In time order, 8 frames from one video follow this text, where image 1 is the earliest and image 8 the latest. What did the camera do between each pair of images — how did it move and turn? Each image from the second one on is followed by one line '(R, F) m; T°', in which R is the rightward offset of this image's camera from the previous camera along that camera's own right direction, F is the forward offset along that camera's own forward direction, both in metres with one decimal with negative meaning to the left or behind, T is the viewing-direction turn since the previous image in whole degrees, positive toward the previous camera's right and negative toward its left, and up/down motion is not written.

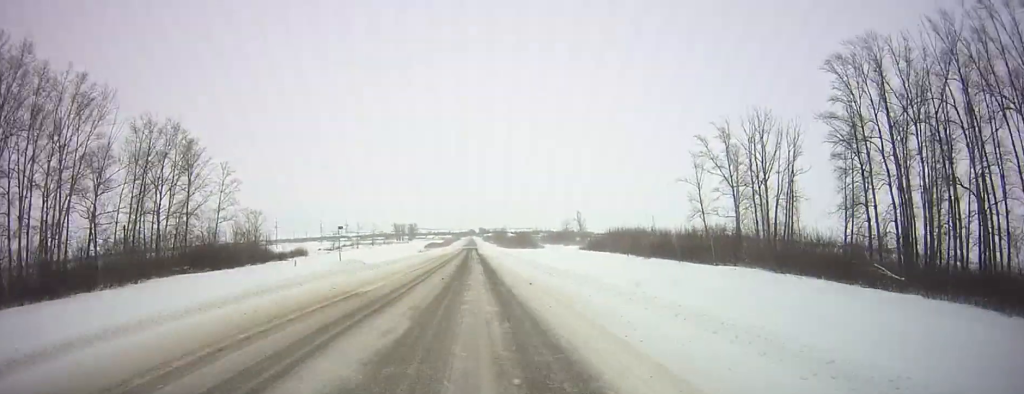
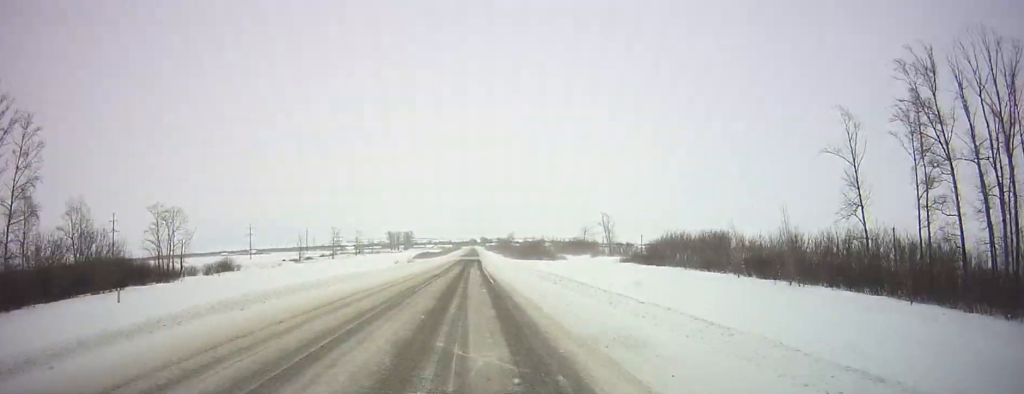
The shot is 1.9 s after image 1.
(-0.3, +52.4) m; -1°
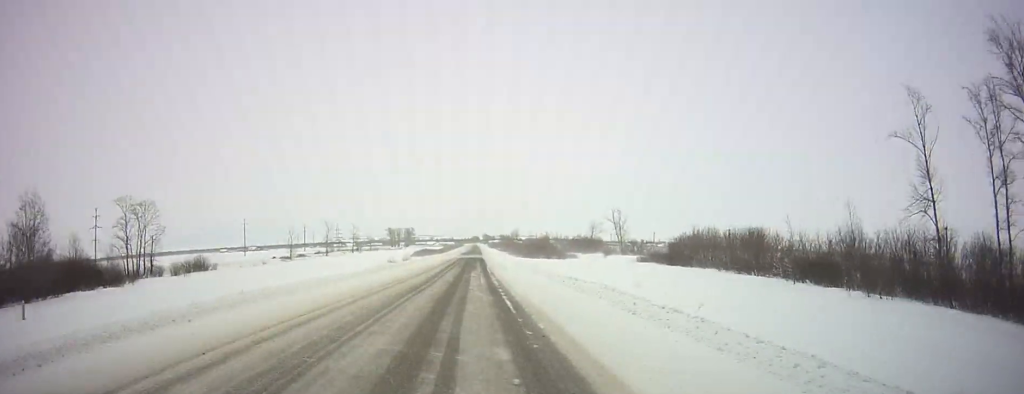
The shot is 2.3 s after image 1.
(0.0, +13.1) m; 0°
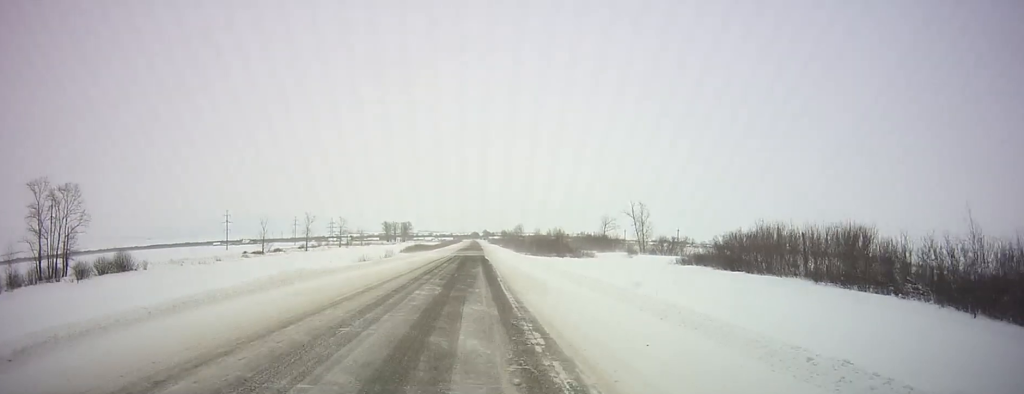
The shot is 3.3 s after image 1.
(-0.1, +26.1) m; 0°
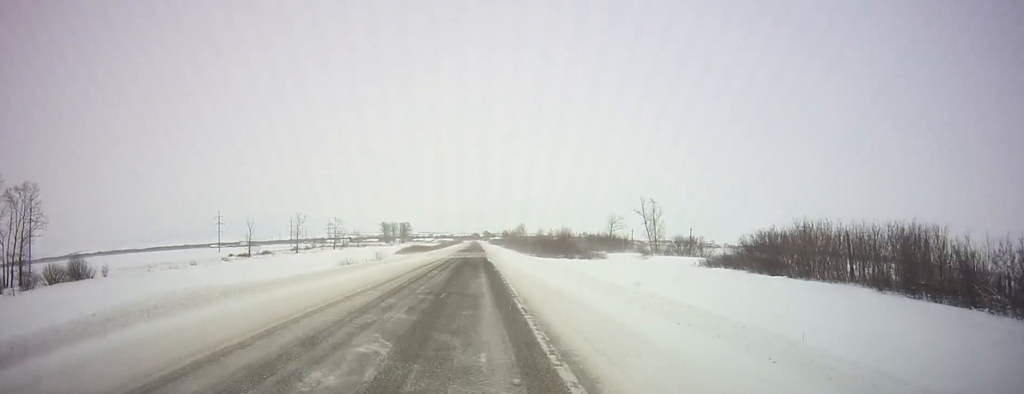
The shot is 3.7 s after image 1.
(0.0, +11.2) m; 0°
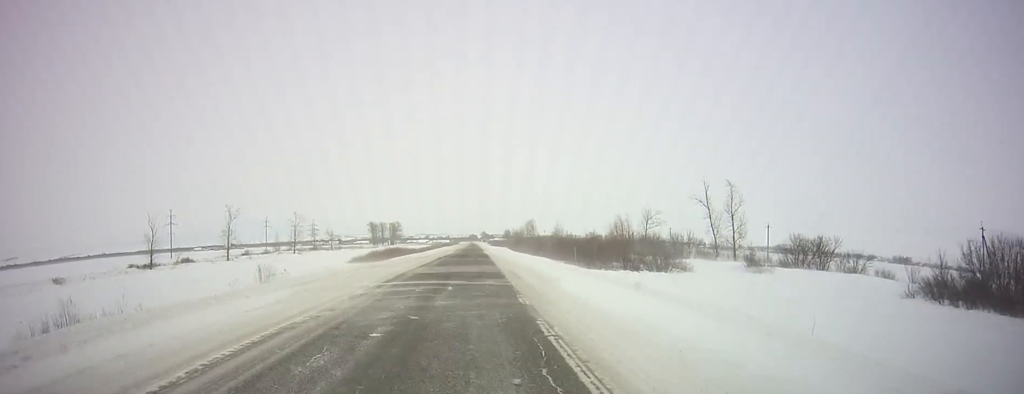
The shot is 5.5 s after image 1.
(+0.1, +51.1) m; 0°
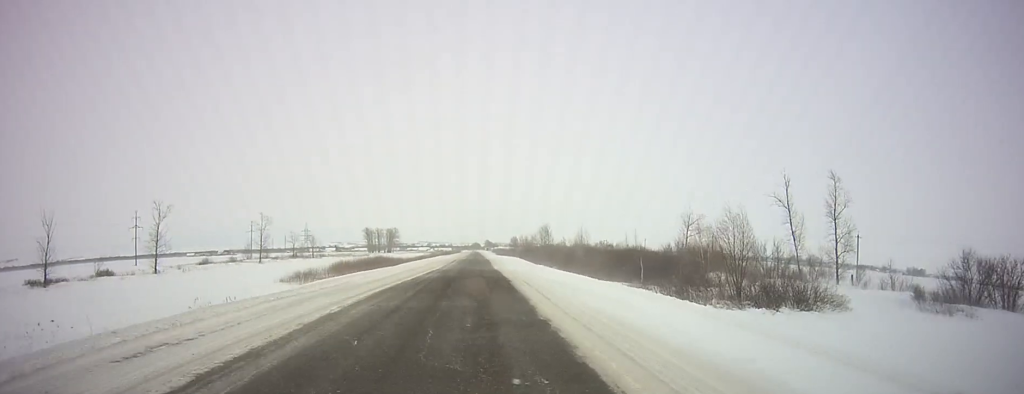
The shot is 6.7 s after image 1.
(+0.1, +33.2) m; 0°
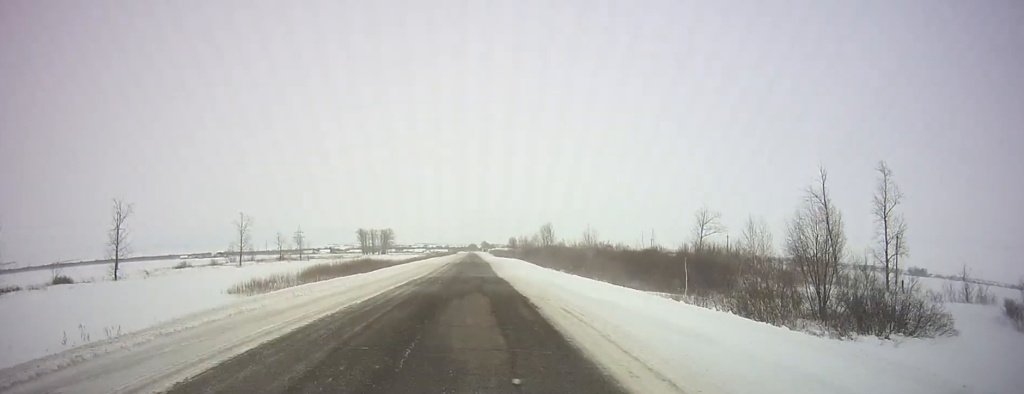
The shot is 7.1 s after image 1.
(0.0, +12.0) m; 0°
